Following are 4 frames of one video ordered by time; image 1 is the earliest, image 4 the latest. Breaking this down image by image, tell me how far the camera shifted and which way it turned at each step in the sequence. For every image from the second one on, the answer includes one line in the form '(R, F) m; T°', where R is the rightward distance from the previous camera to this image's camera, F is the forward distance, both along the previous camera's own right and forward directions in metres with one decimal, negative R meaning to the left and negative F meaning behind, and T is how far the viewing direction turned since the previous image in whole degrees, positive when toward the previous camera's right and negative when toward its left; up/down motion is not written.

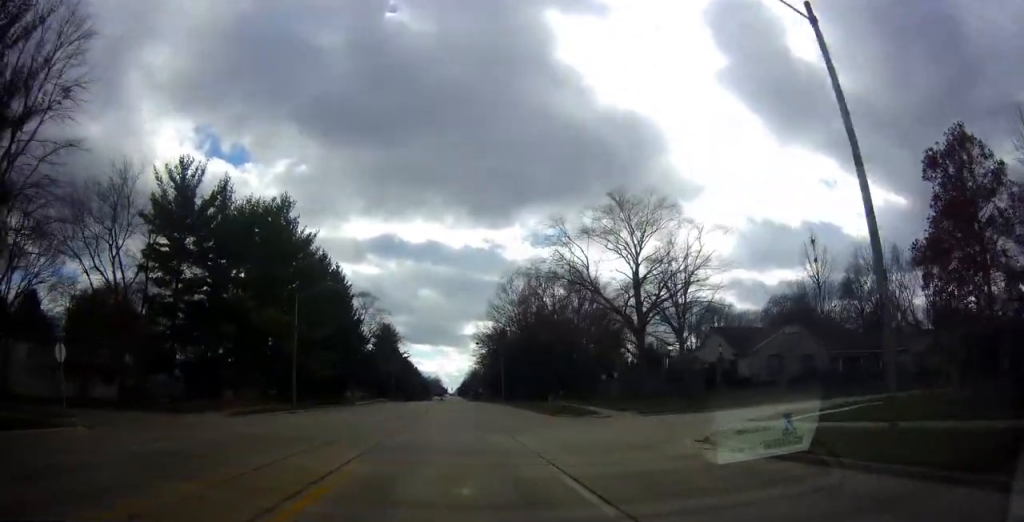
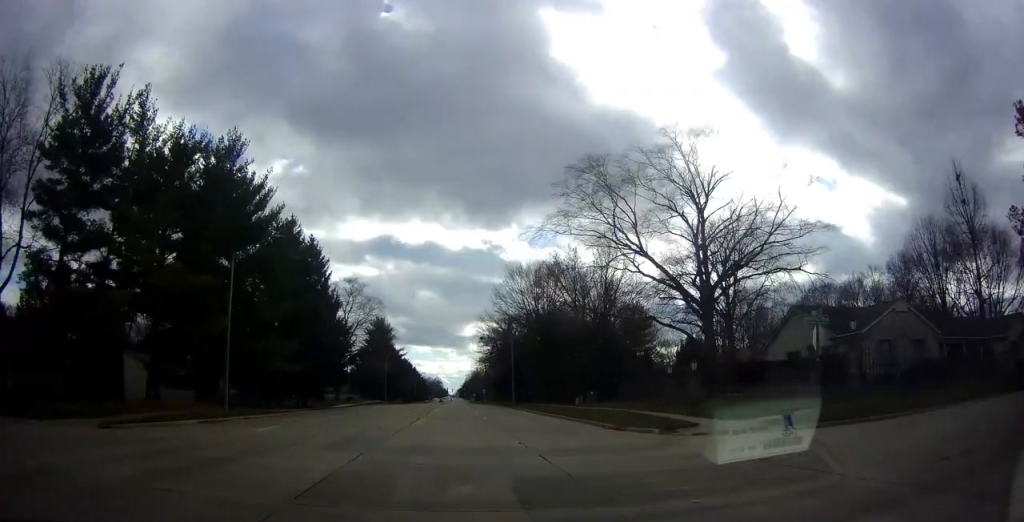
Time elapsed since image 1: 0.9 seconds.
(0.0, +14.4) m; -1°
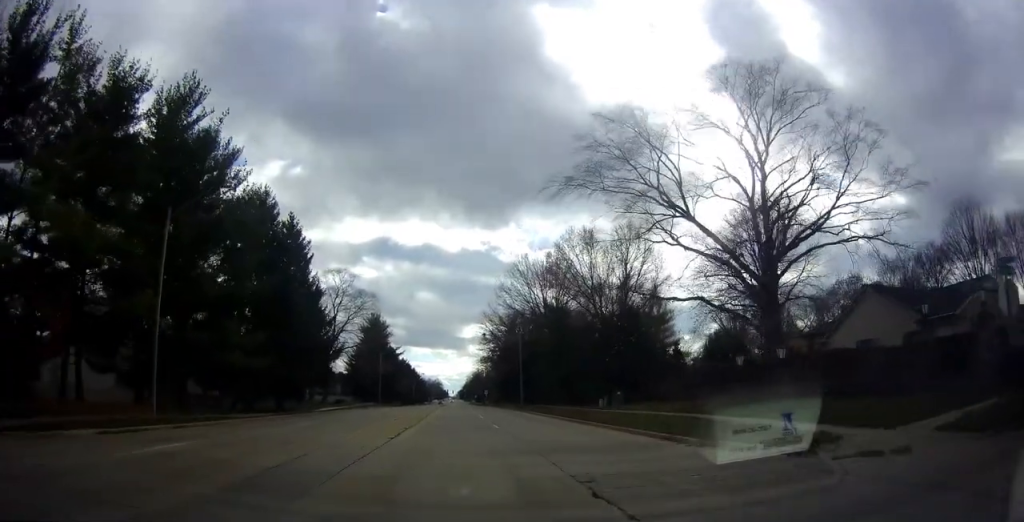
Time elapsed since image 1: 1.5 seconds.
(-0.1, +8.6) m; 0°
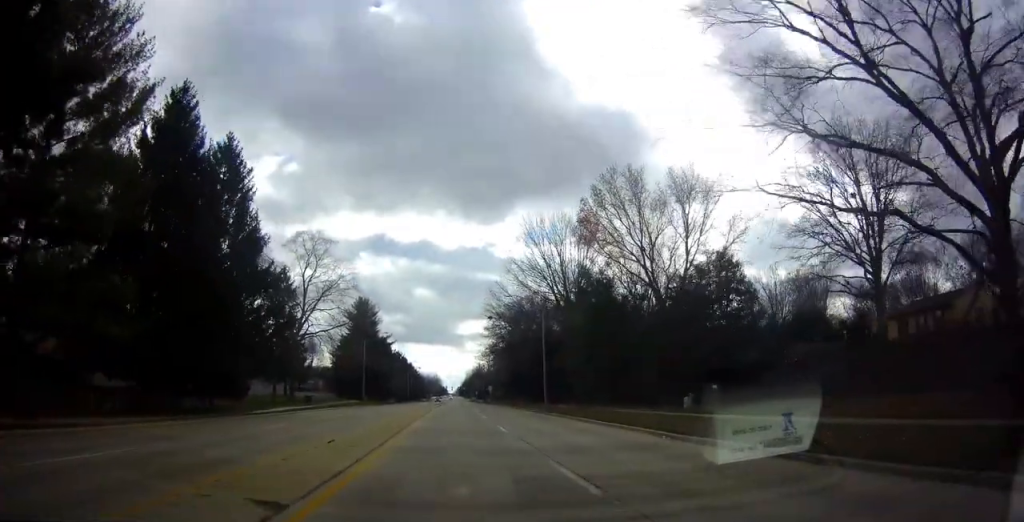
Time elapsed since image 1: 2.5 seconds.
(-0.1, +15.9) m; +1°
